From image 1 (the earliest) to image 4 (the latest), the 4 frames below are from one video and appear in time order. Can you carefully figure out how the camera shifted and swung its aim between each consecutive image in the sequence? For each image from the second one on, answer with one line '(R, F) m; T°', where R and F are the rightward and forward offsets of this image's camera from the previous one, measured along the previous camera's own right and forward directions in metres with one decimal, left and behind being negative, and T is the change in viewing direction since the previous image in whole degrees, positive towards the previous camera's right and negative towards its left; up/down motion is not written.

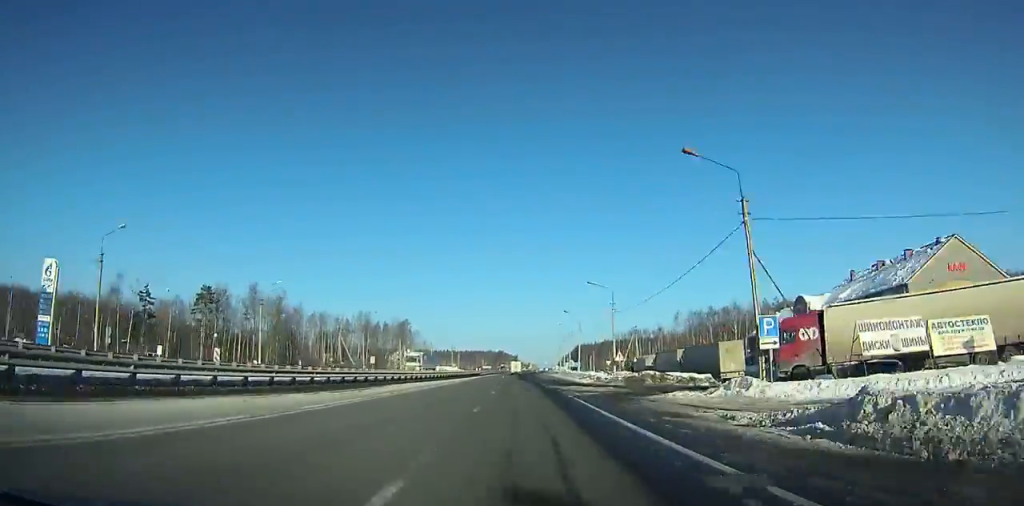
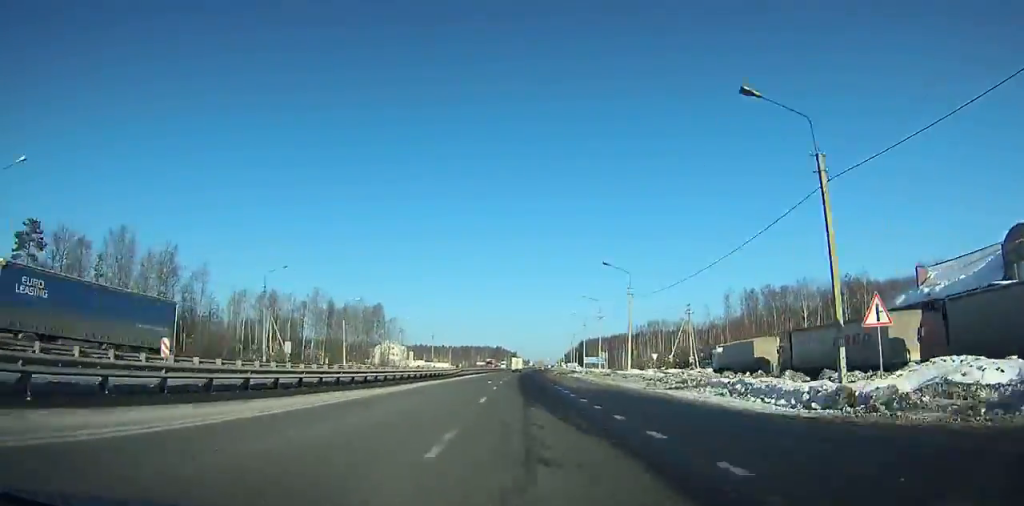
(+0.6, +45.6) m; -2°
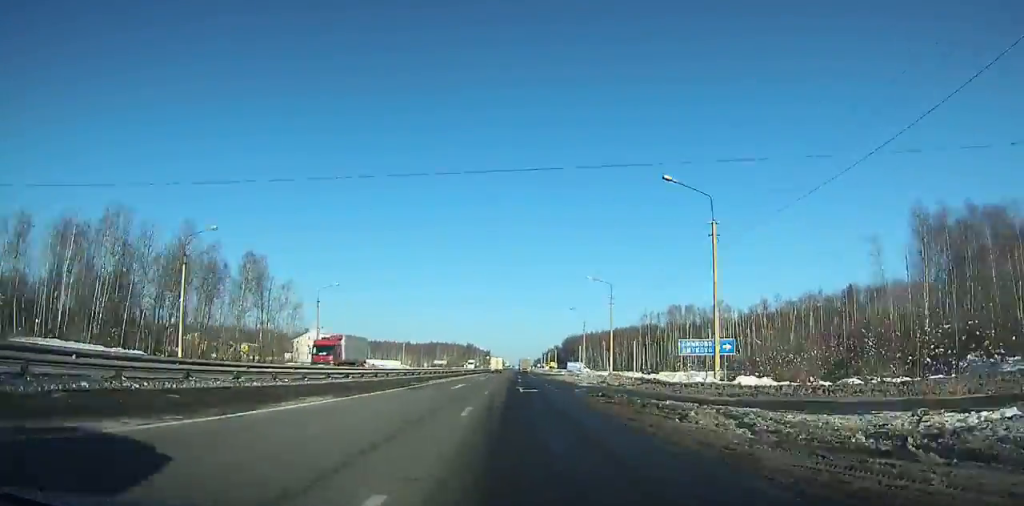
(-3.0, +77.2) m; +9°
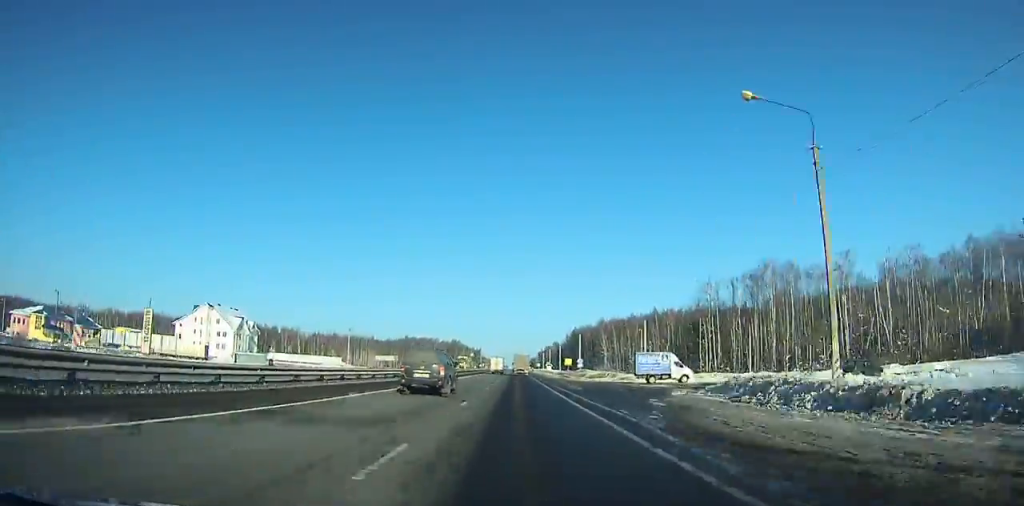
(+13.5, +77.4) m; +4°
